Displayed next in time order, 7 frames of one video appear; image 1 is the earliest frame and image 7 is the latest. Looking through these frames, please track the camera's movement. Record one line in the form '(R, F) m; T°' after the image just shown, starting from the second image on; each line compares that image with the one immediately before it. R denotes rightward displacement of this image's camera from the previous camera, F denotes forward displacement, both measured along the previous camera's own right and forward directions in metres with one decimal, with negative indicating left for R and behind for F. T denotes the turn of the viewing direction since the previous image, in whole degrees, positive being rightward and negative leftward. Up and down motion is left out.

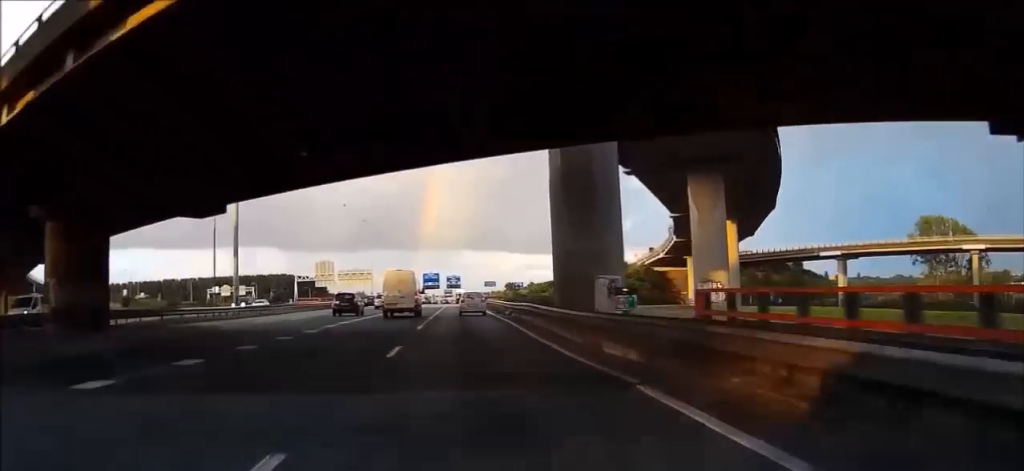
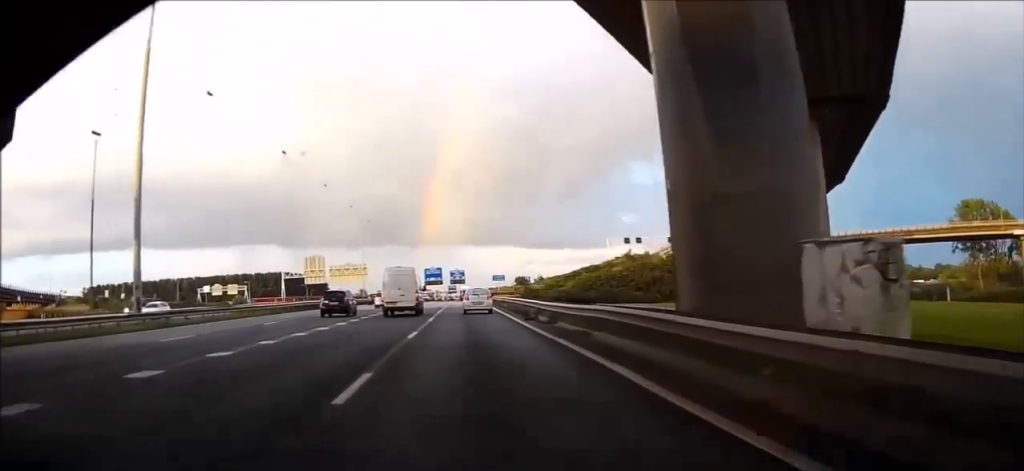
(0.0, +18.3) m; 0°
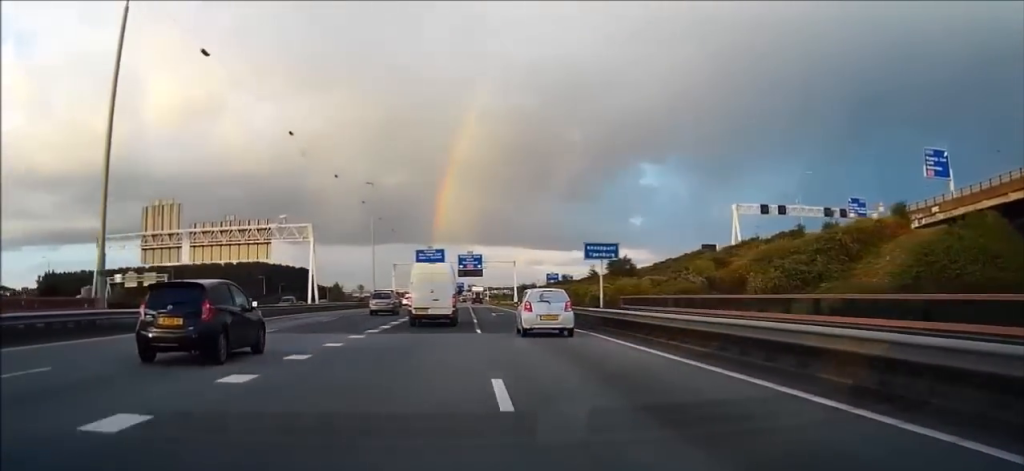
(-1.8, +95.8) m; -2°
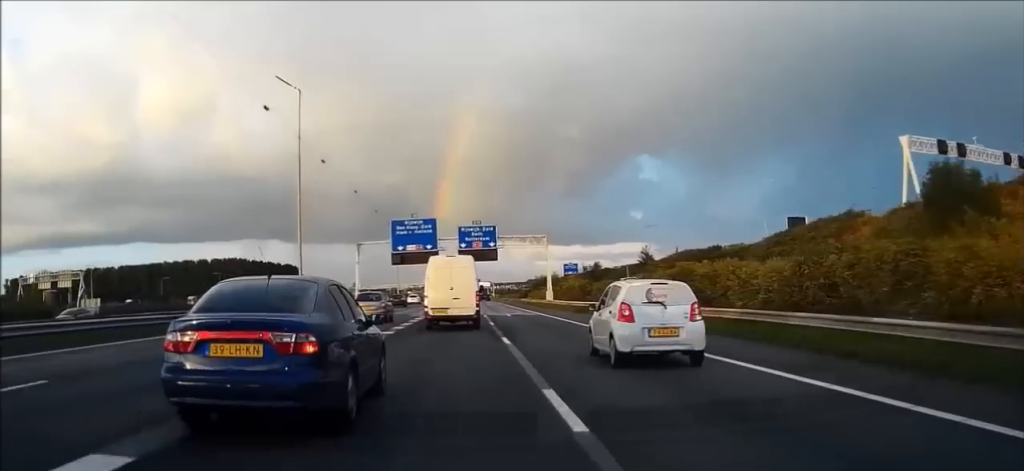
(+0.3, +55.0) m; 0°
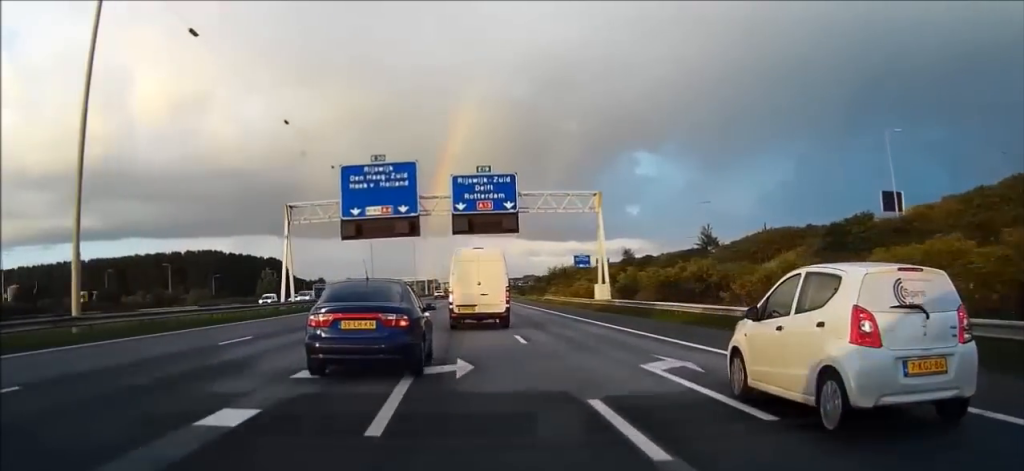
(0.0, +38.6) m; 0°
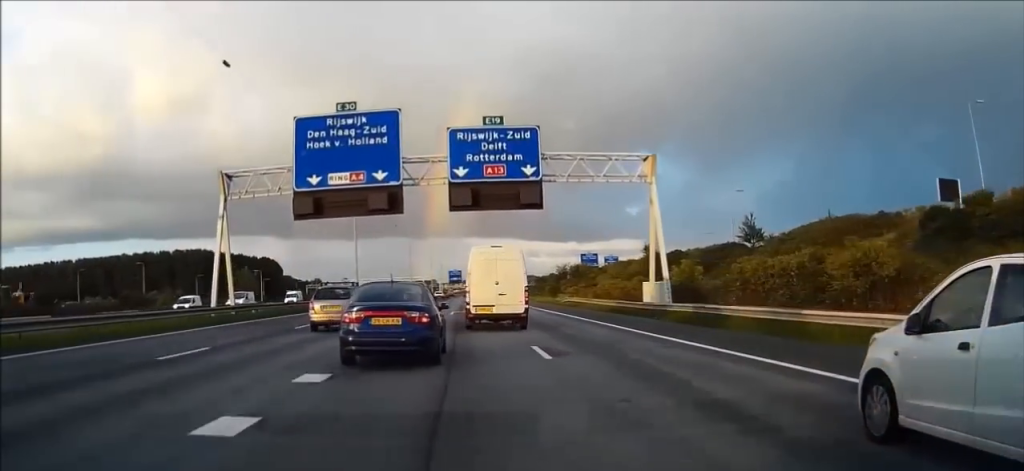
(-0.1, +16.7) m; 0°
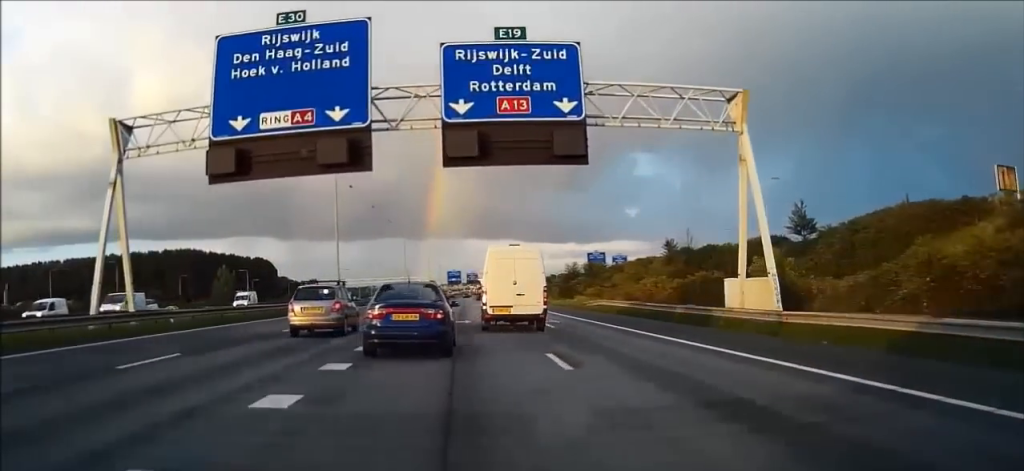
(0.0, +14.6) m; 0°
